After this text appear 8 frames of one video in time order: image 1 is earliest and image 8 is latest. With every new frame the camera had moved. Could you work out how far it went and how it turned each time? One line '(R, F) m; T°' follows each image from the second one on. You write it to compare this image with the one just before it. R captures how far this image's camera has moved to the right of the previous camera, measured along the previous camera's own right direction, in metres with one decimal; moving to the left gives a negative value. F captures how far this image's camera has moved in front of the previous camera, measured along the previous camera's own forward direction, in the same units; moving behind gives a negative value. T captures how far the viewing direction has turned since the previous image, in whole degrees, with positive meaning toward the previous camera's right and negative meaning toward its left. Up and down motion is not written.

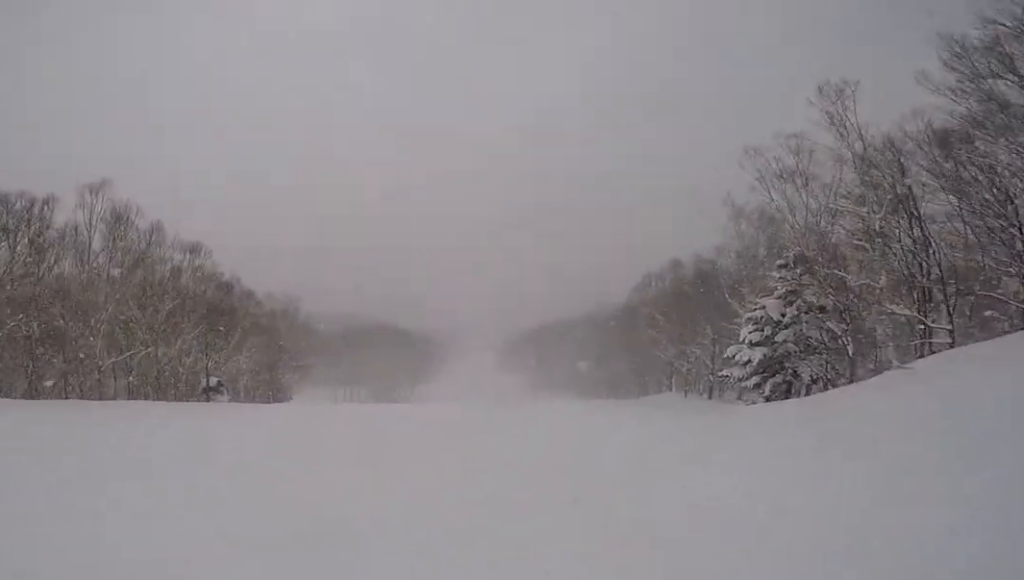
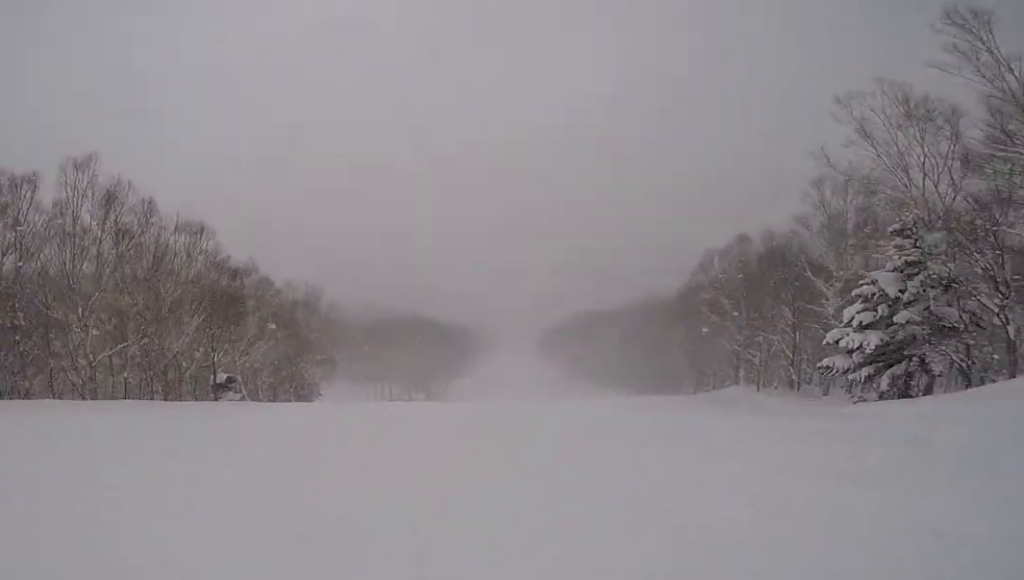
(+0.7, +4.1) m; +4°
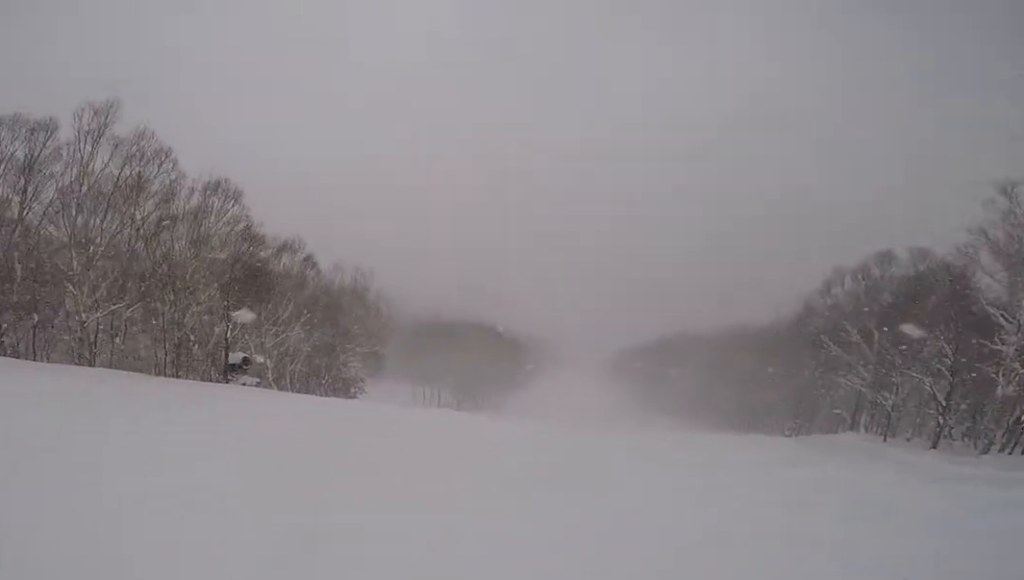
(+0.2, +5.1) m; +1°
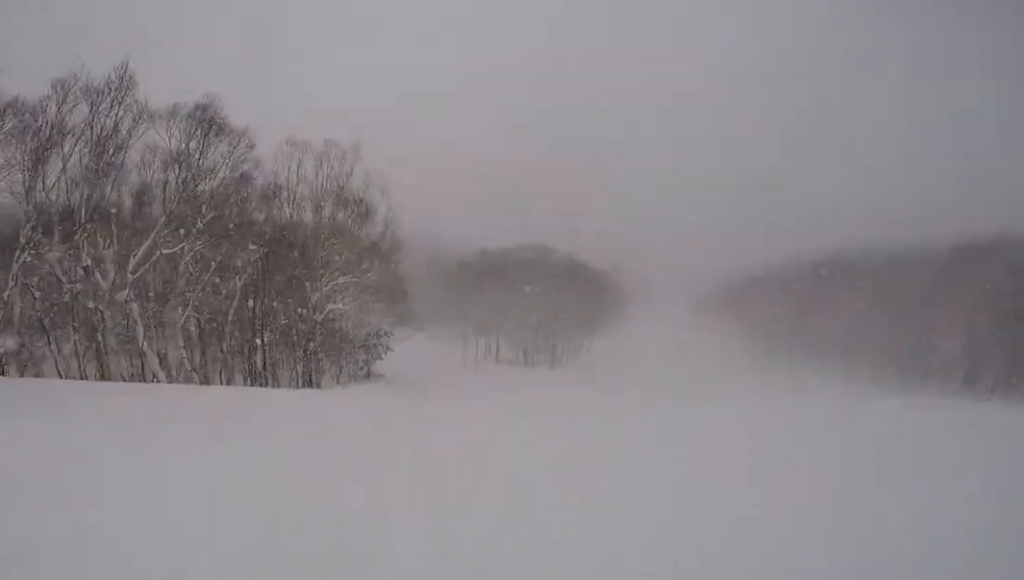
(-2.6, +19.2) m; -17°
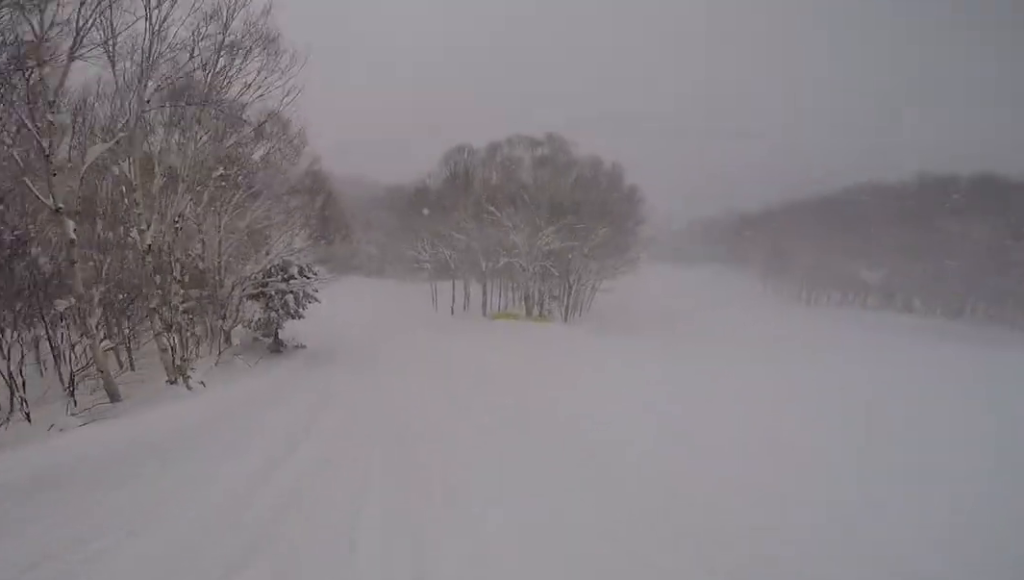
(-0.3, +21.1) m; -2°
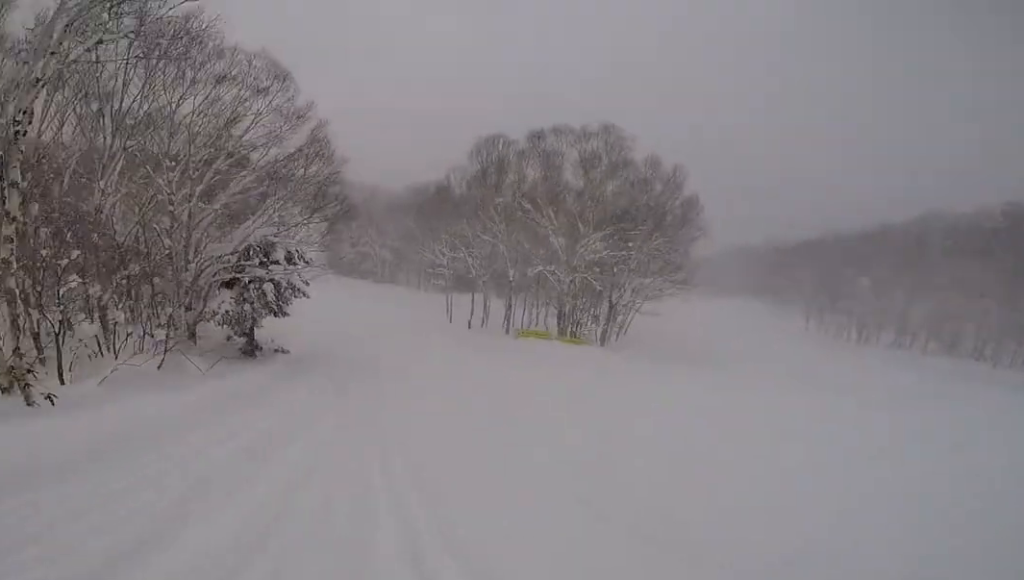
(-0.5, +5.6) m; 0°
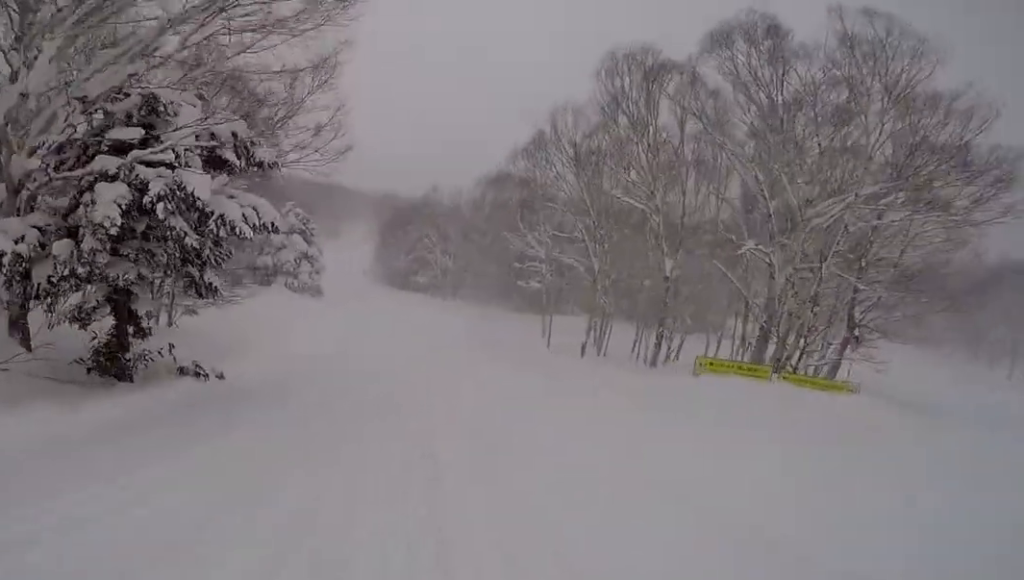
(-0.2, +12.8) m; -1°
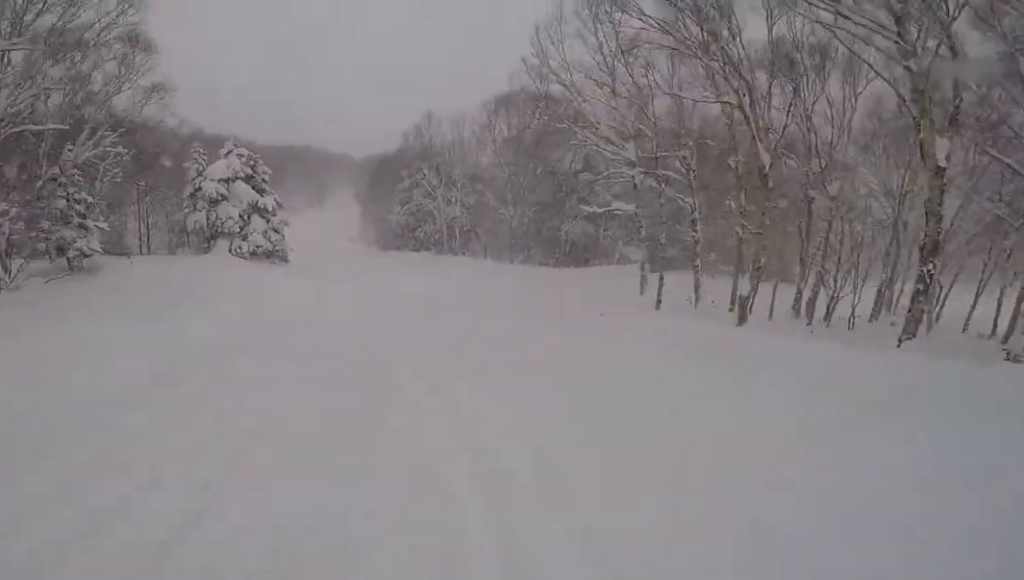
(+0.3, +10.7) m; -4°
